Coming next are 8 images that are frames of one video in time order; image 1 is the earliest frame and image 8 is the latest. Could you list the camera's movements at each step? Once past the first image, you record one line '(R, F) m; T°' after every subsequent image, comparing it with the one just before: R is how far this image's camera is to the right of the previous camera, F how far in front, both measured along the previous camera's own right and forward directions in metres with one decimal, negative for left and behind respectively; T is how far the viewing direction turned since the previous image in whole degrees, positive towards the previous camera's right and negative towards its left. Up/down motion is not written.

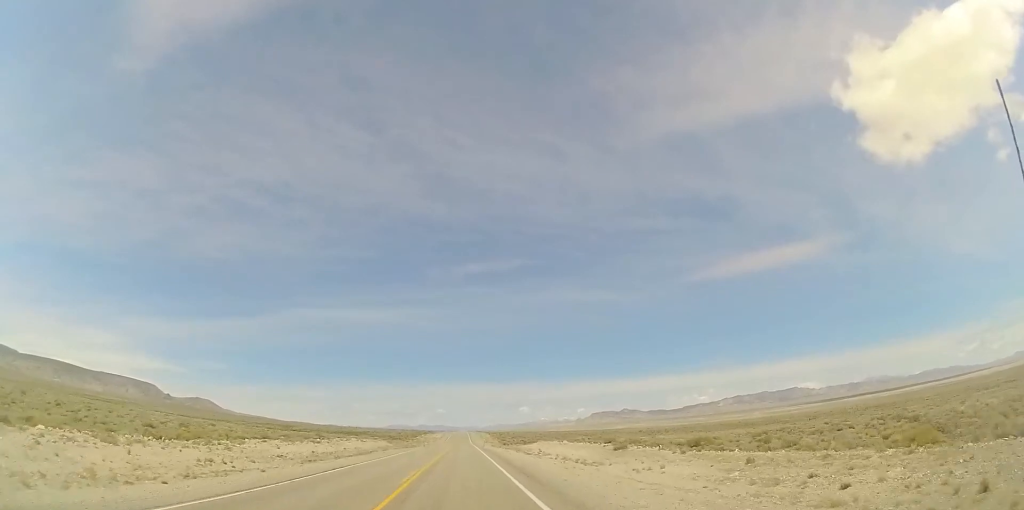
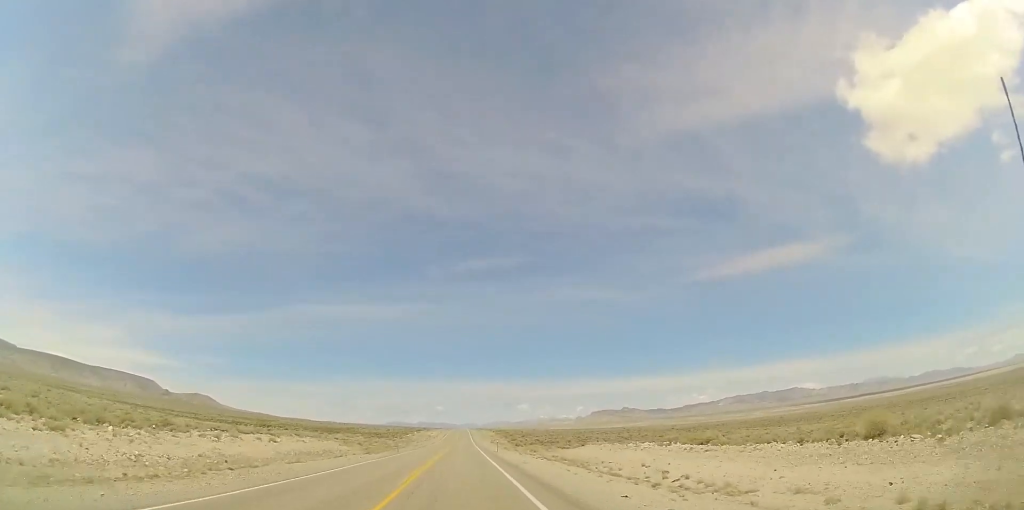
(-0.4, +33.9) m; -1°
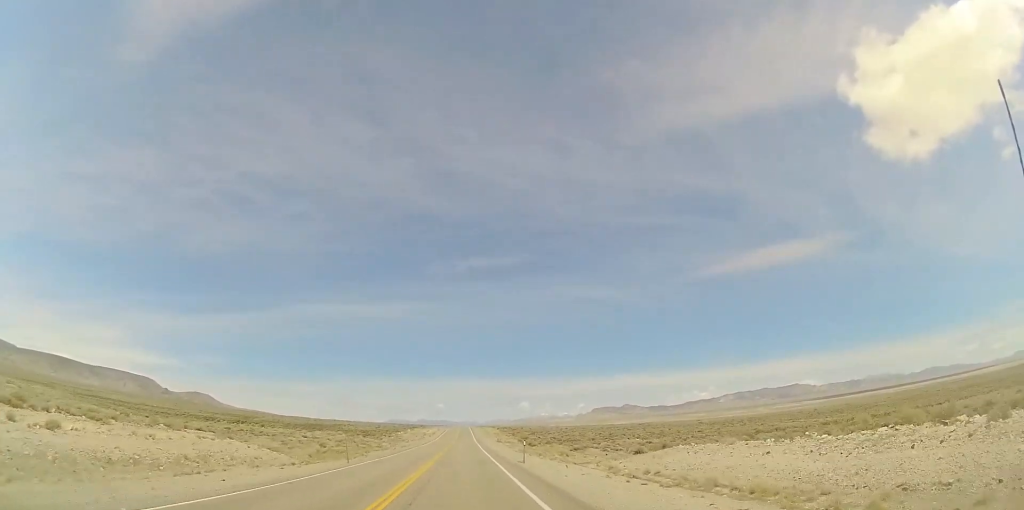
(+0.1, +22.6) m; 0°
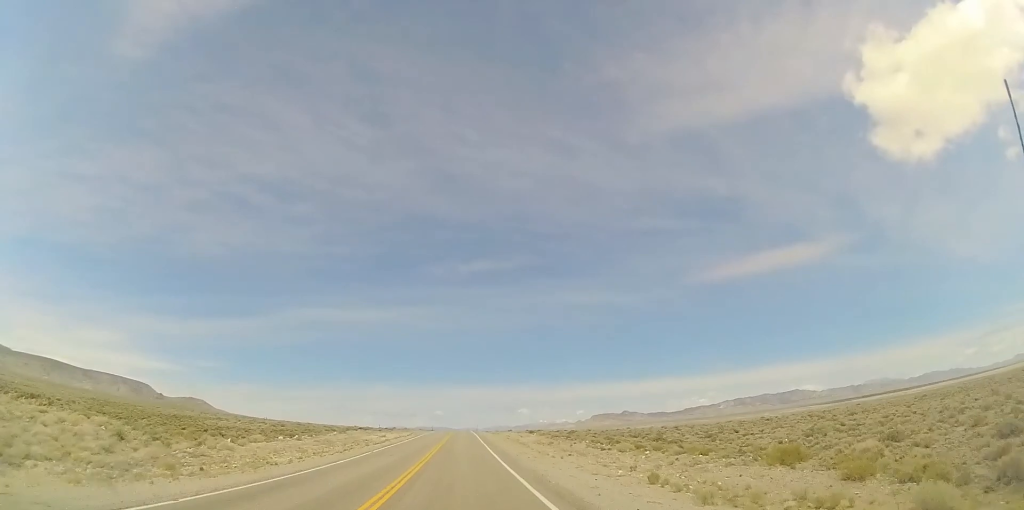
(+0.9, +91.3) m; +1°
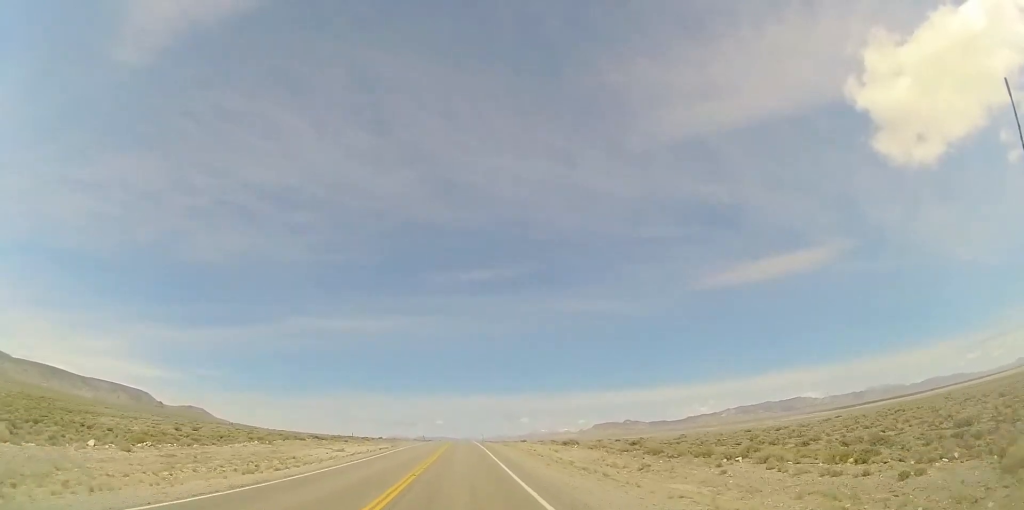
(+0.1, +28.5) m; 0°
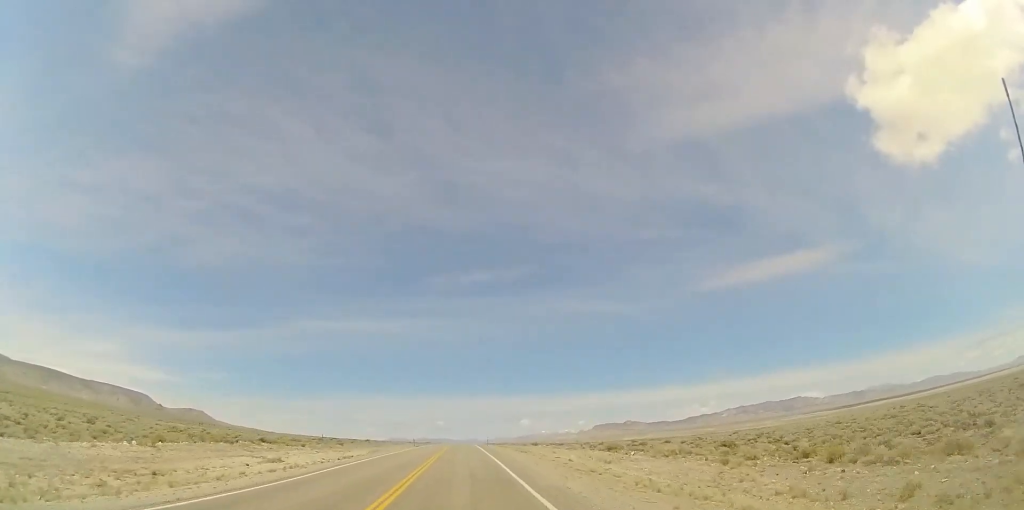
(-0.1, +18.0) m; 0°
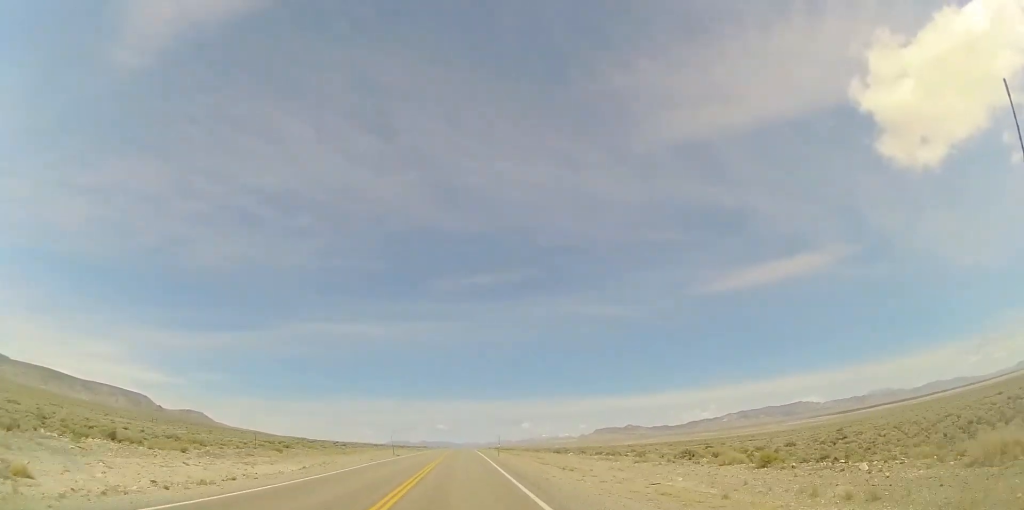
(-0.1, +22.2) m; 0°
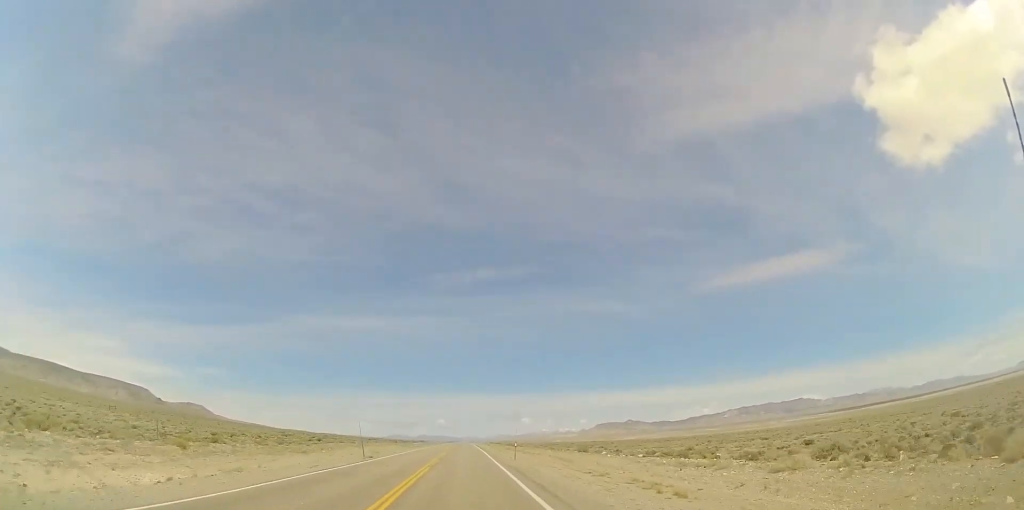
(+0.1, +15.7) m; 0°
